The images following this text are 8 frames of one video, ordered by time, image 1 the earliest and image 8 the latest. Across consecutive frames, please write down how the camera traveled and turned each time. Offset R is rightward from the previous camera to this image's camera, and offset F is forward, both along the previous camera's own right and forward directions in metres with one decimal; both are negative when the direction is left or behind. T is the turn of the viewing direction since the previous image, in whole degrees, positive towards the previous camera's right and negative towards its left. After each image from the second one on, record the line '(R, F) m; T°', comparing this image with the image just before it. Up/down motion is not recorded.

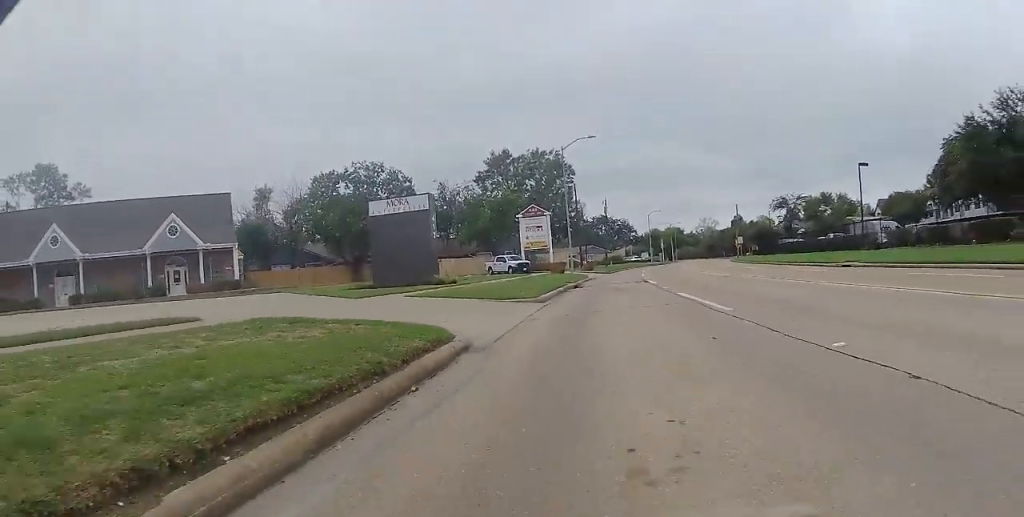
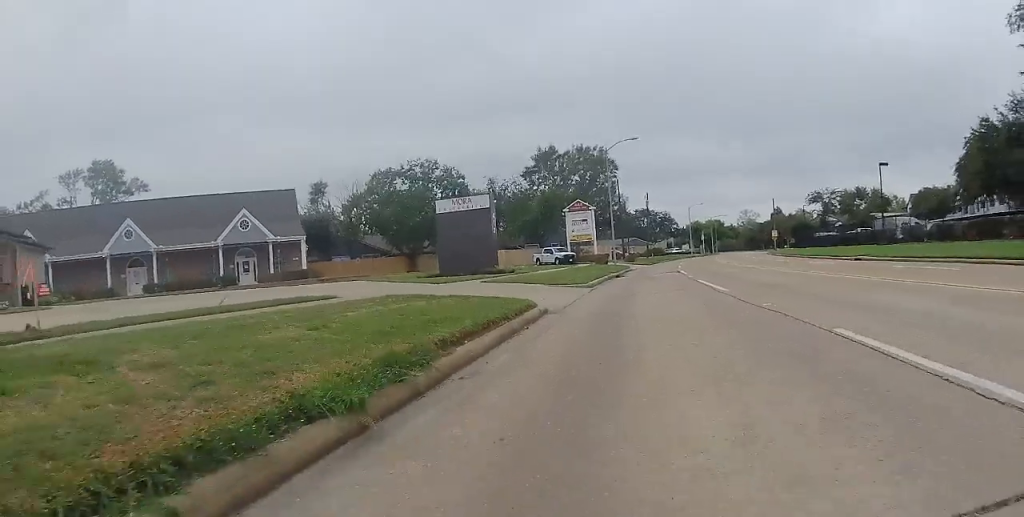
(-0.4, +3.7) m; 0°
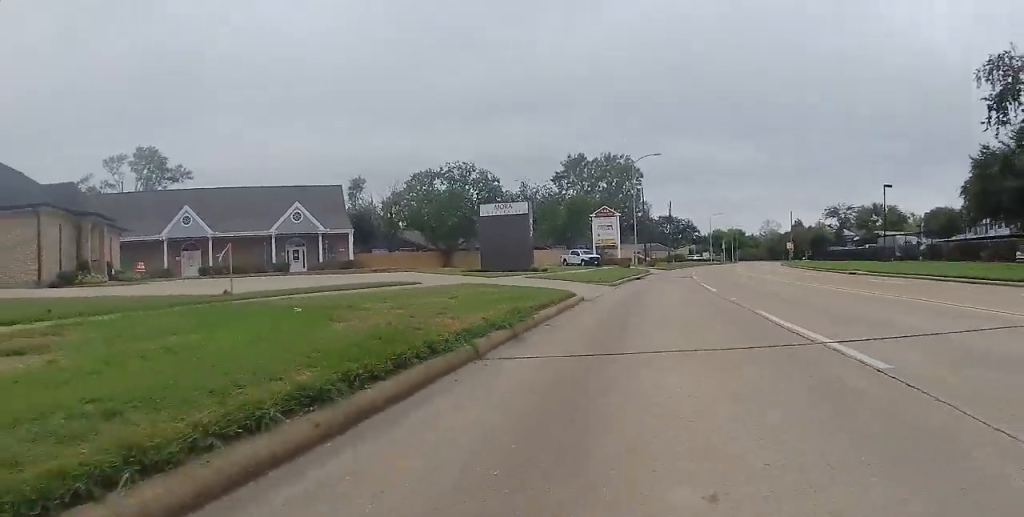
(+0.2, +4.3) m; 0°
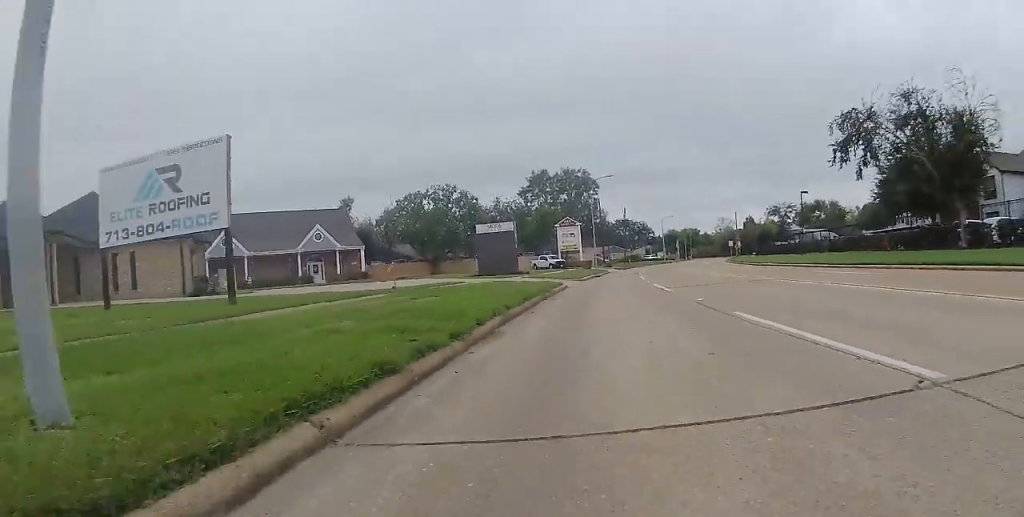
(-0.3, +12.1) m; -3°
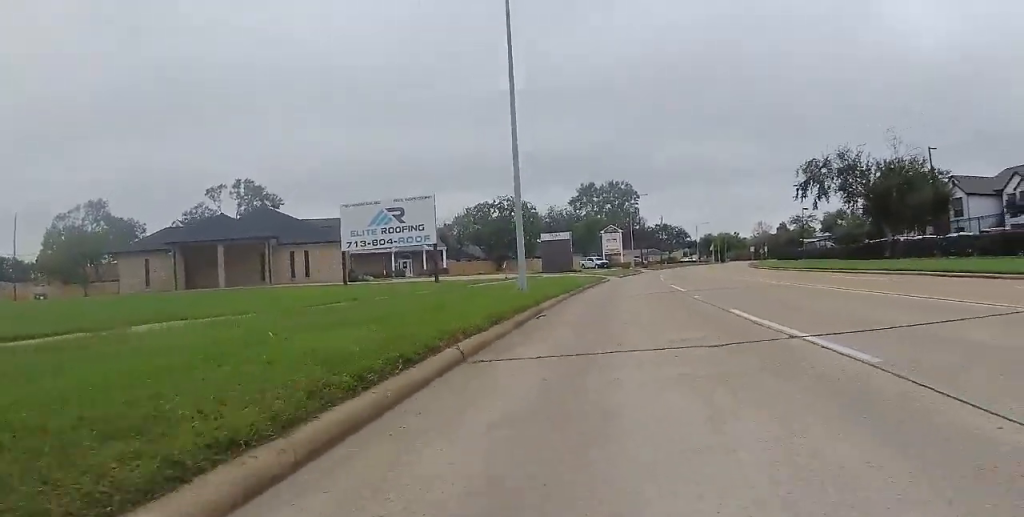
(+0.6, +16.1) m; +1°
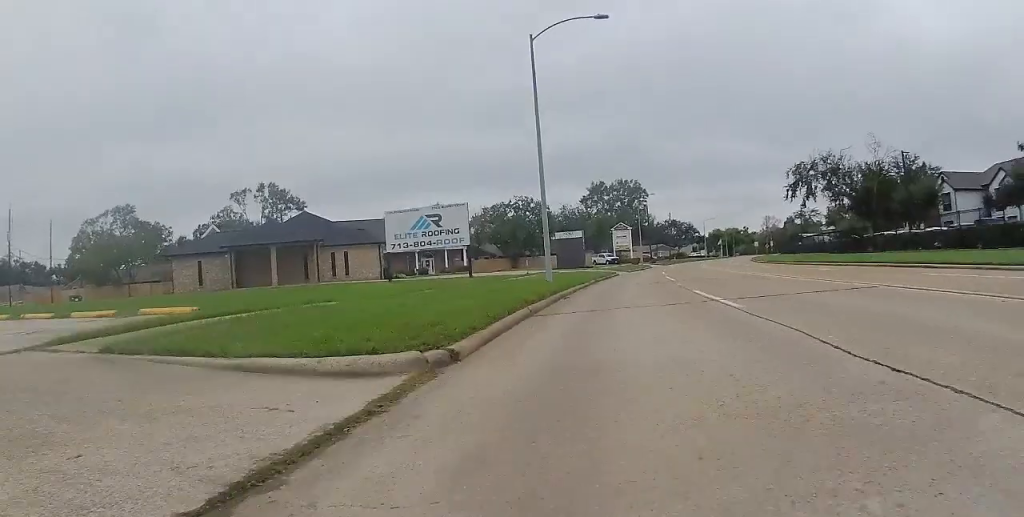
(0.0, +5.2) m; -2°
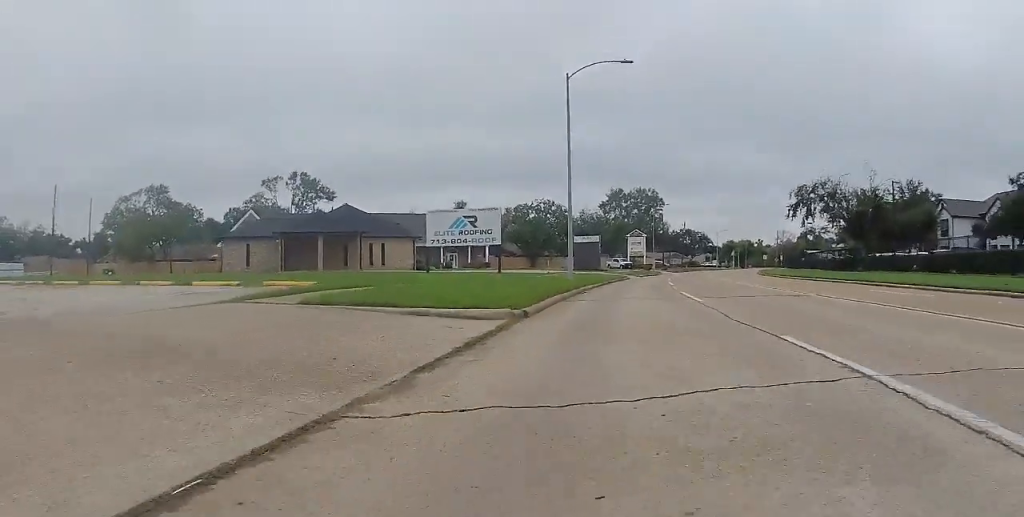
(-0.2, +4.8) m; -2°
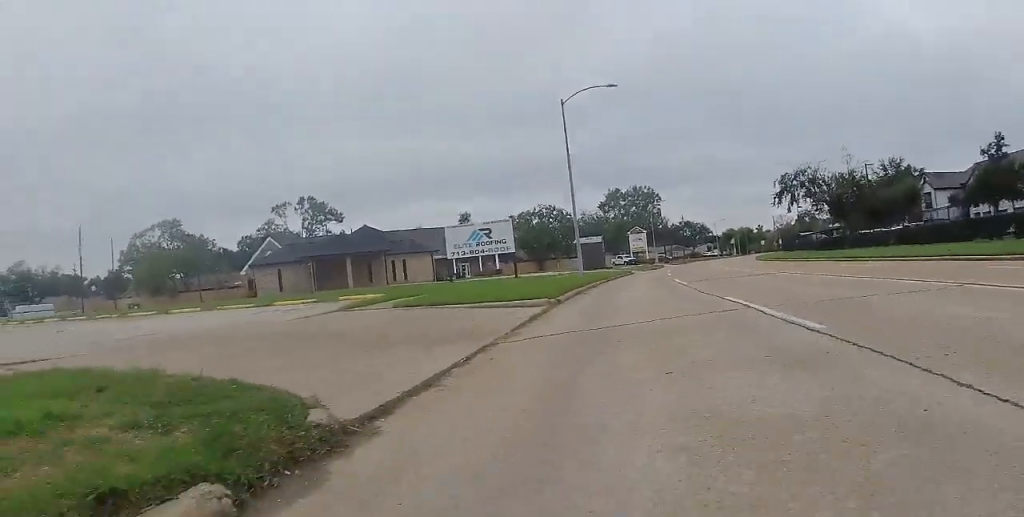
(-0.1, +4.2) m; -1°
